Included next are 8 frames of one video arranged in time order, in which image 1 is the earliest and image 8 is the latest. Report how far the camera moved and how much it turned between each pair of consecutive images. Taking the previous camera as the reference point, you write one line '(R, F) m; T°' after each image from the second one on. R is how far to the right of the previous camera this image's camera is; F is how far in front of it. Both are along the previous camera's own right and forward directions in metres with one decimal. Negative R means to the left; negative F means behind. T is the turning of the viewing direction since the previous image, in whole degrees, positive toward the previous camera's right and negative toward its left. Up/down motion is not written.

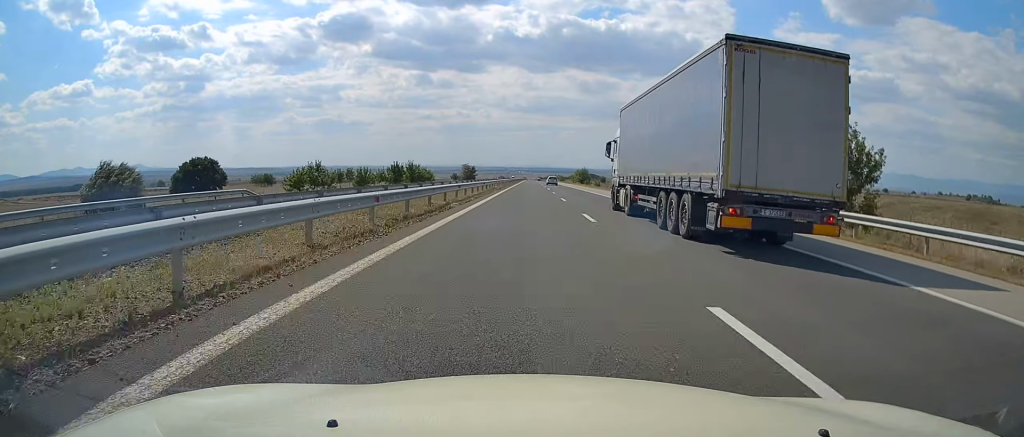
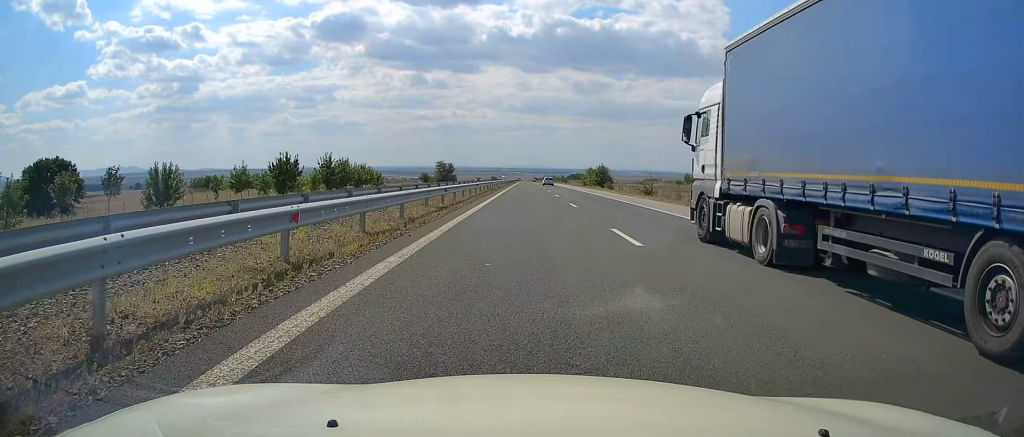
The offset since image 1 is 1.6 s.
(+0.1, +53.5) m; 0°
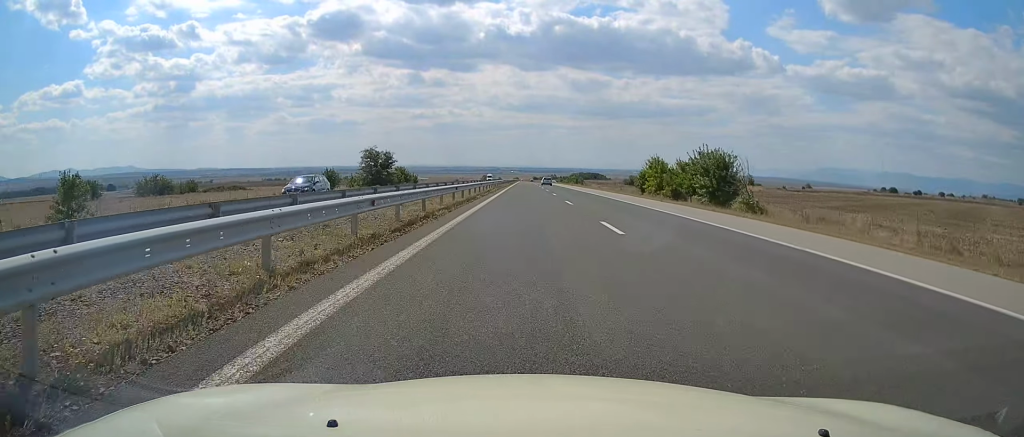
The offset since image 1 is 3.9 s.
(+0.5, +76.7) m; +1°
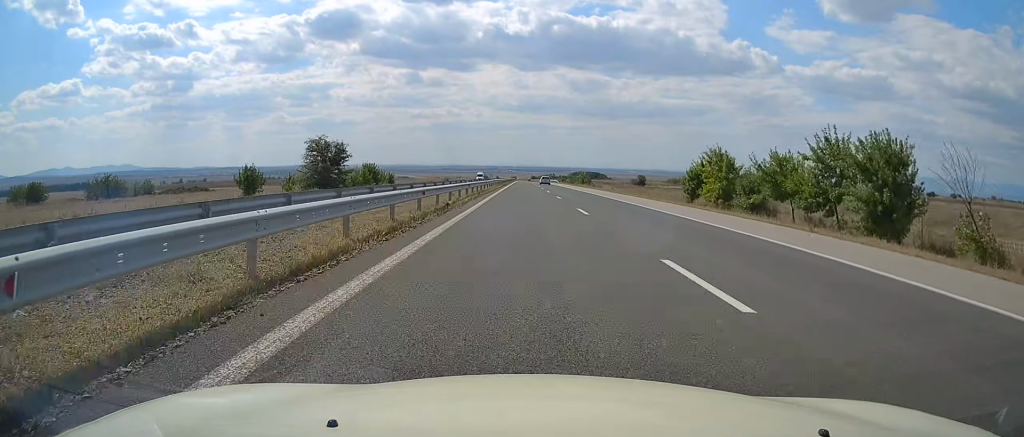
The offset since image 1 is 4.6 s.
(+0.1, +24.3) m; 0°
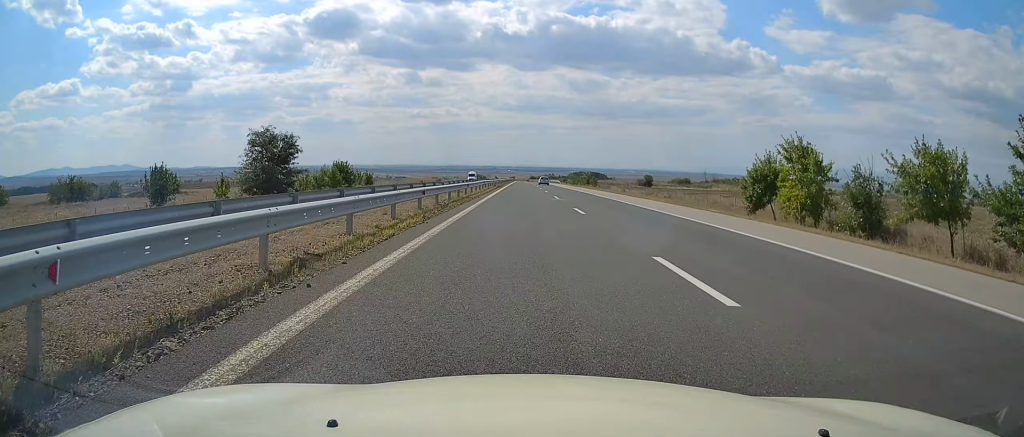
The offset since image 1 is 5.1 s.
(0.0, +15.5) m; 0°
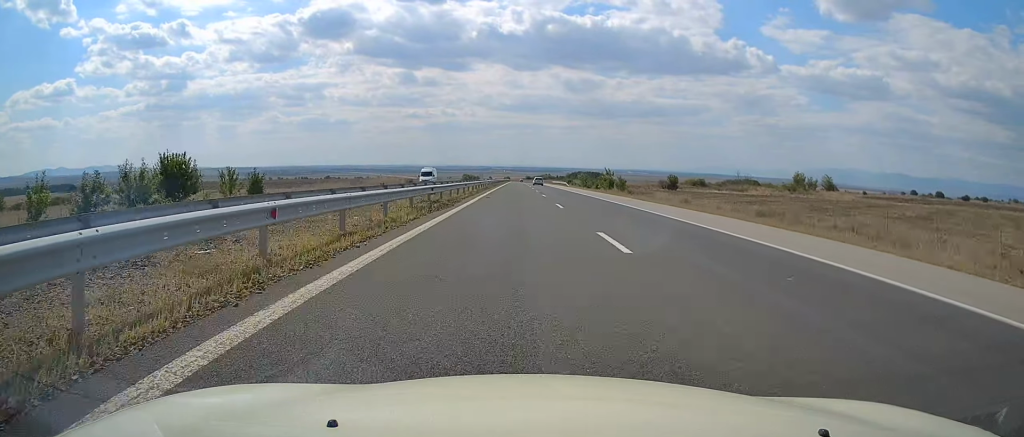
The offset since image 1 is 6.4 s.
(0.0, +43.0) m; 0°
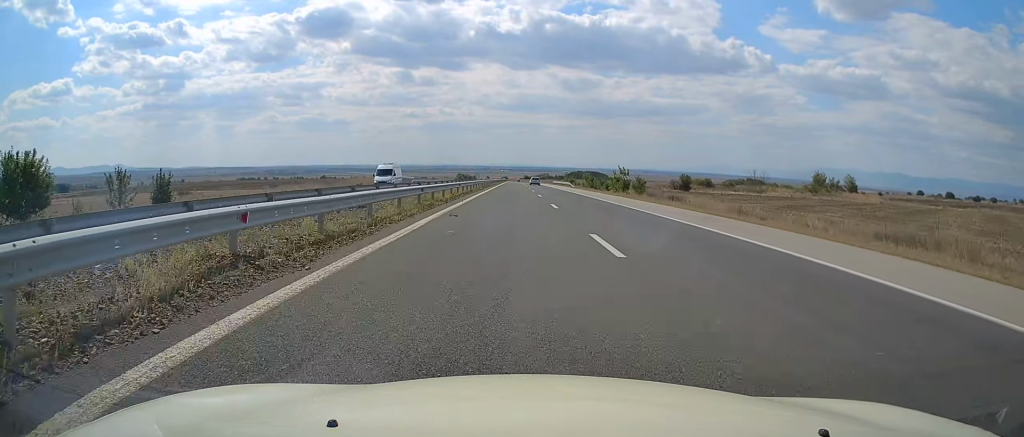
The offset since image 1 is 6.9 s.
(0.0, +16.6) m; 0°
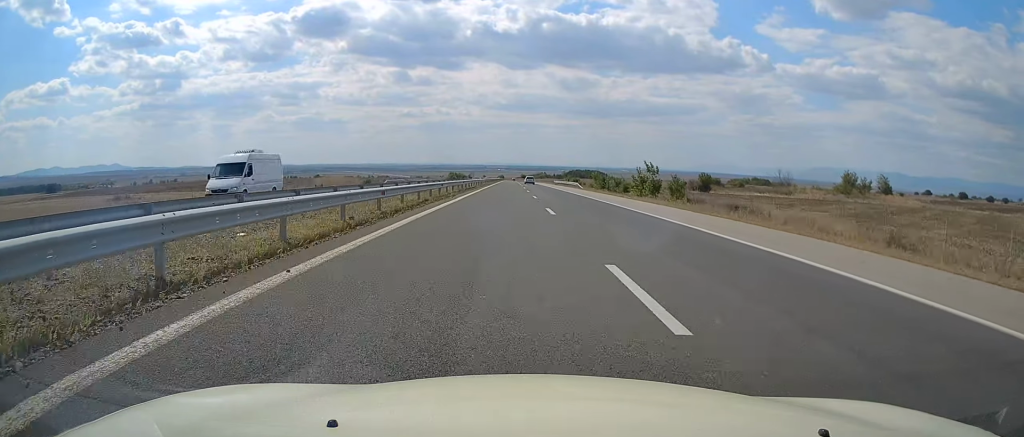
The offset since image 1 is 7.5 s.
(0.0, +21.0) m; 0°
